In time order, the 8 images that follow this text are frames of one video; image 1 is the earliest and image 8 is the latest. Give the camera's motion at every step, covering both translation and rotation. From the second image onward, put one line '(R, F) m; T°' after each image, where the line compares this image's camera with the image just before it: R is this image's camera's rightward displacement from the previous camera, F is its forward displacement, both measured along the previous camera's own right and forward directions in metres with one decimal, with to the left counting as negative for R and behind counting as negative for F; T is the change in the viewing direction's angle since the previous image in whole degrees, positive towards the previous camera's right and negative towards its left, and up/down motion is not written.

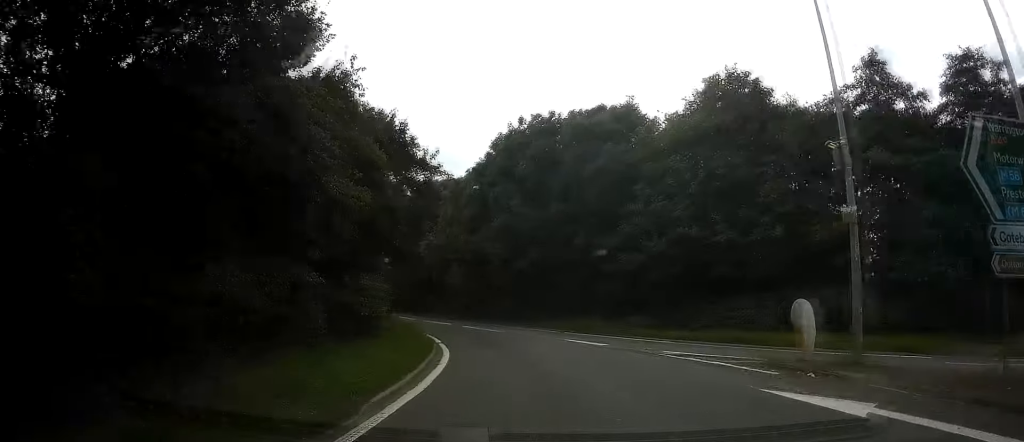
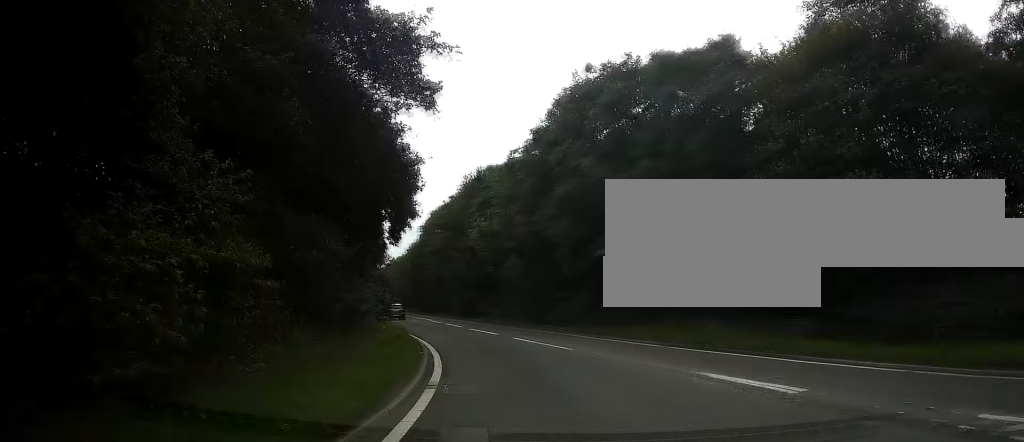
(-0.2, +10.1) m; -4°
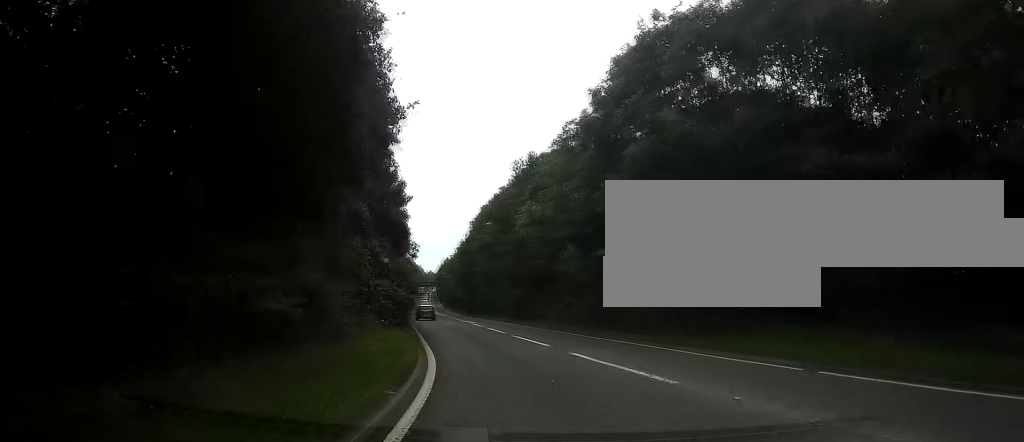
(-0.3, +6.8) m; -3°
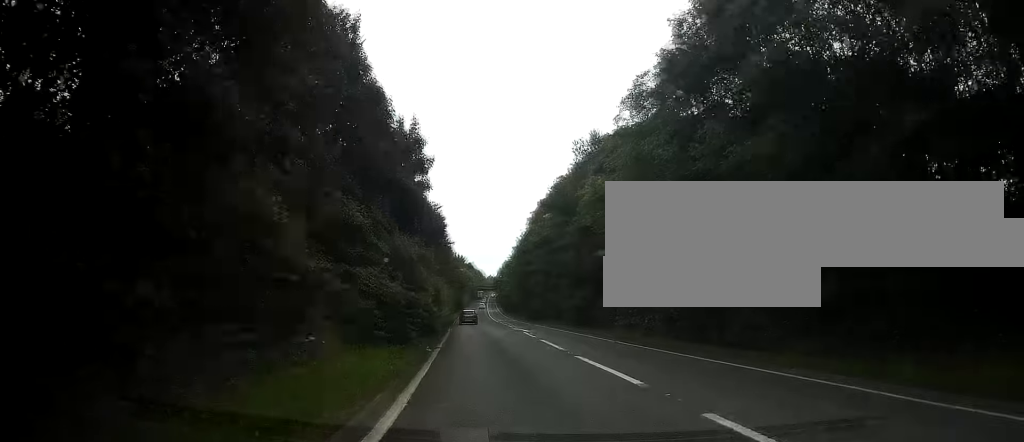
(-0.1, +7.6) m; -3°
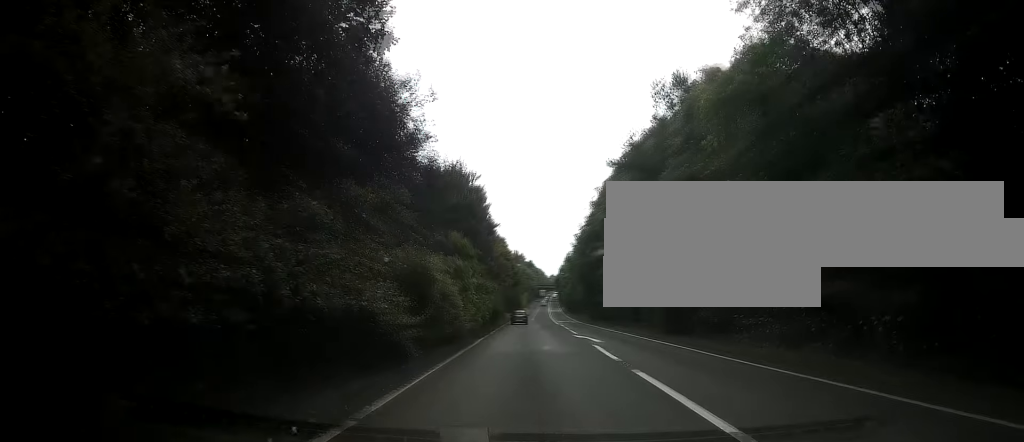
(-0.3, +11.7) m; -5°
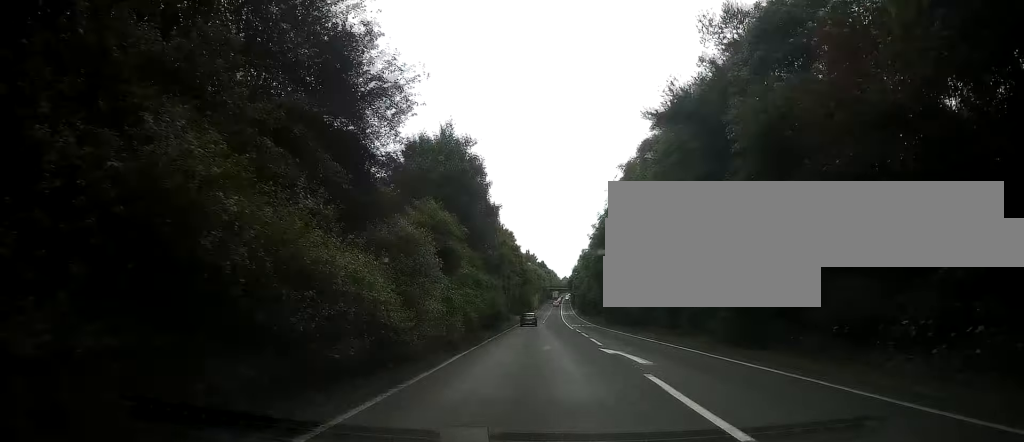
(-0.5, +8.6) m; -4°
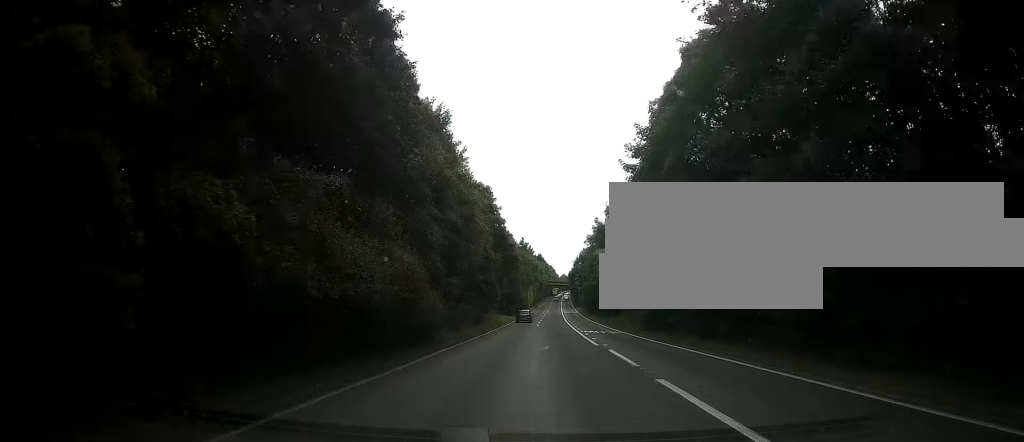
(-2.1, +24.6) m; -7°
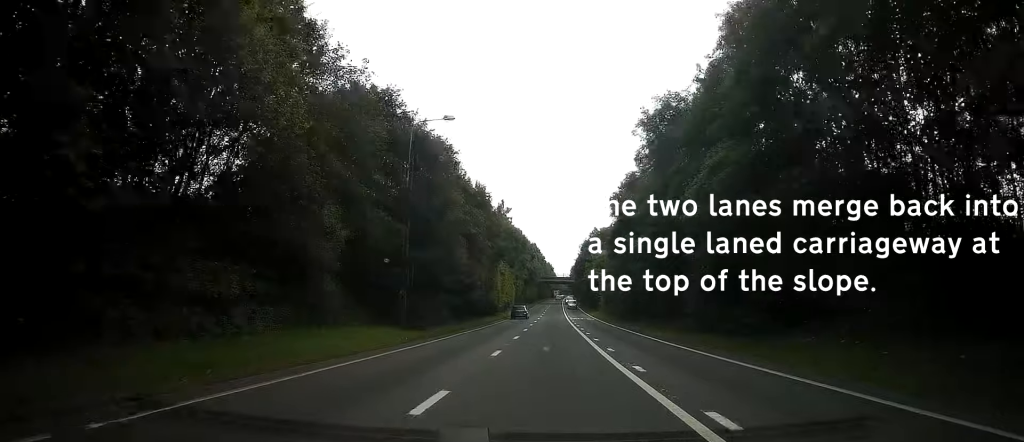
(+0.2, +52.1) m; 0°
